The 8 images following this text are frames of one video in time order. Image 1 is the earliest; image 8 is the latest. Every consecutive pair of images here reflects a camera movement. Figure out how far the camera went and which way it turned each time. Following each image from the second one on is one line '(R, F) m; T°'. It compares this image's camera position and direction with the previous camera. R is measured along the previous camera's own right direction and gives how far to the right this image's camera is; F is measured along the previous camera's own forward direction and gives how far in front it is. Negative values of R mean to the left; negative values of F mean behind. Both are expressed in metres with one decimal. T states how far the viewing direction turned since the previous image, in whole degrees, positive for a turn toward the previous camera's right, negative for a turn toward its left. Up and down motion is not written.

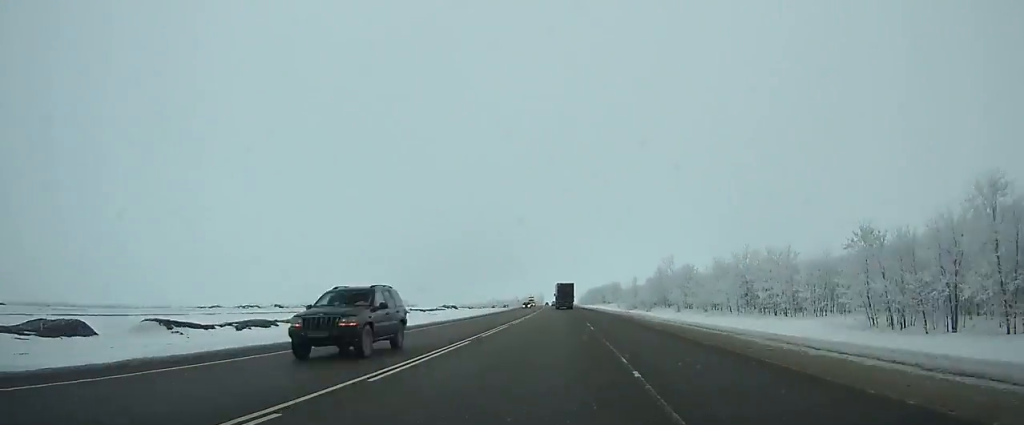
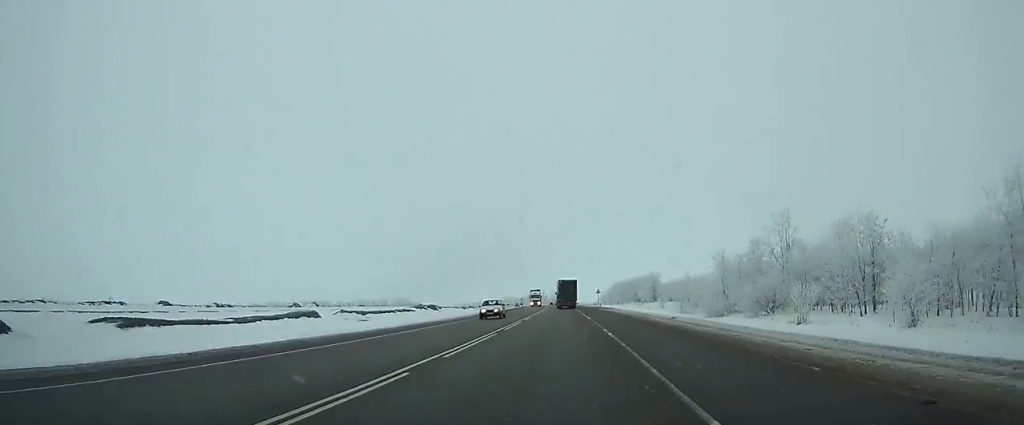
(-0.8, +67.1) m; -1°
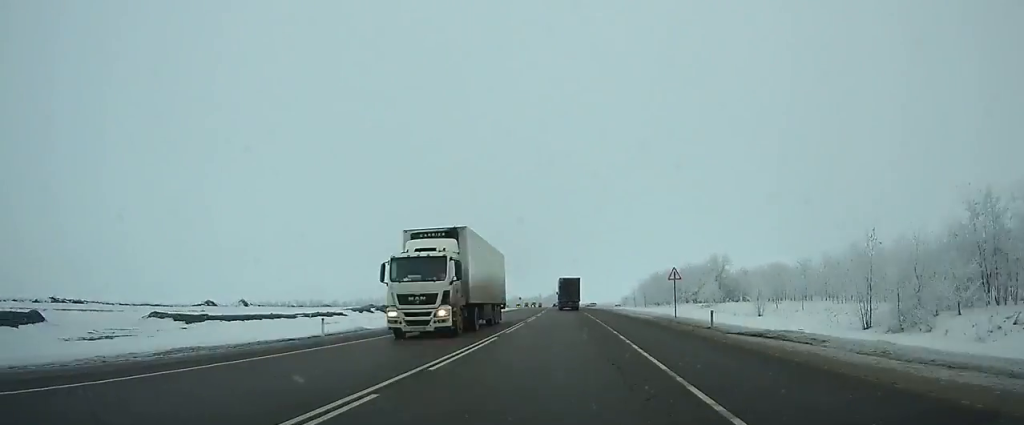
(-0.7, +61.8) m; -1°
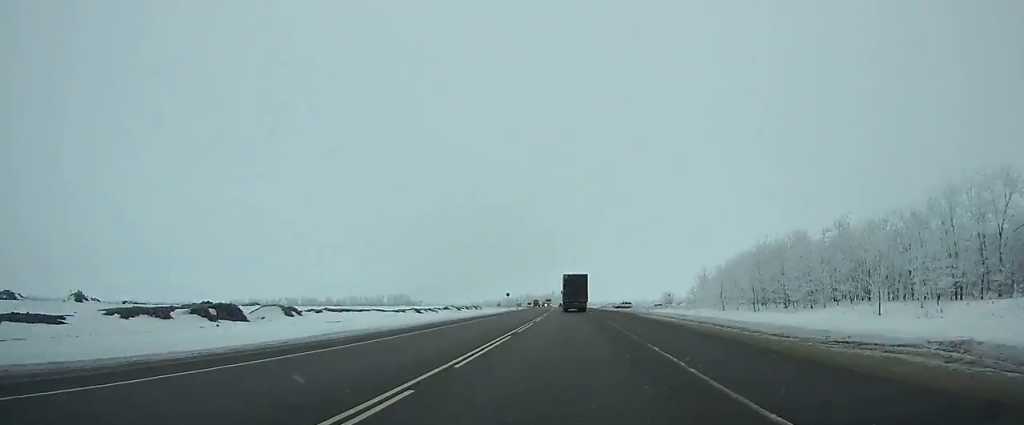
(-0.9, +71.8) m; -1°
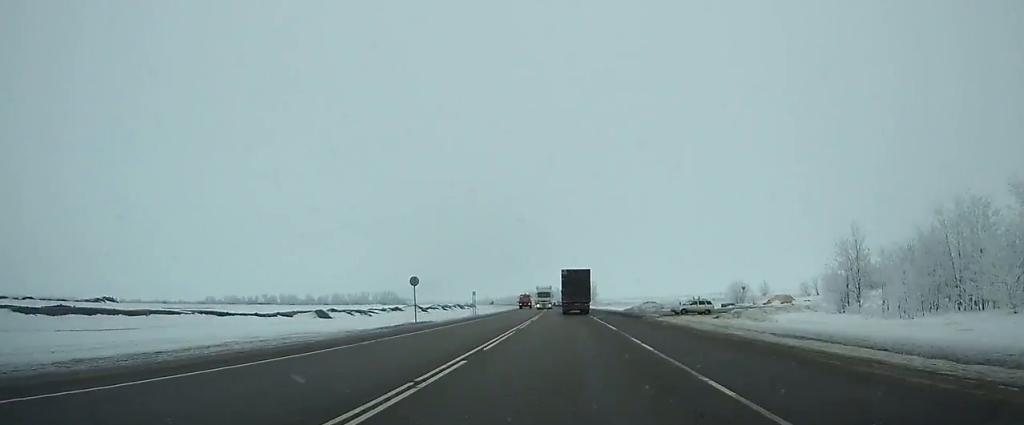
(-0.3, +66.2) m; -1°
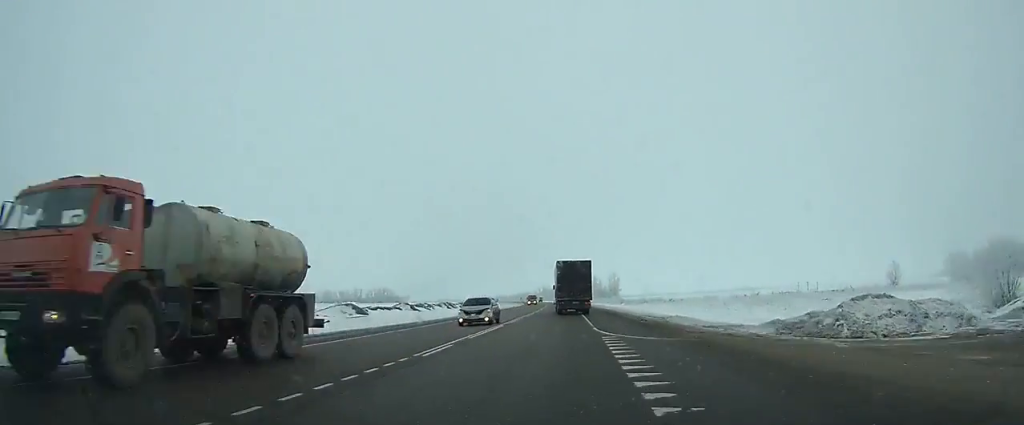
(-0.9, +65.7) m; -2°
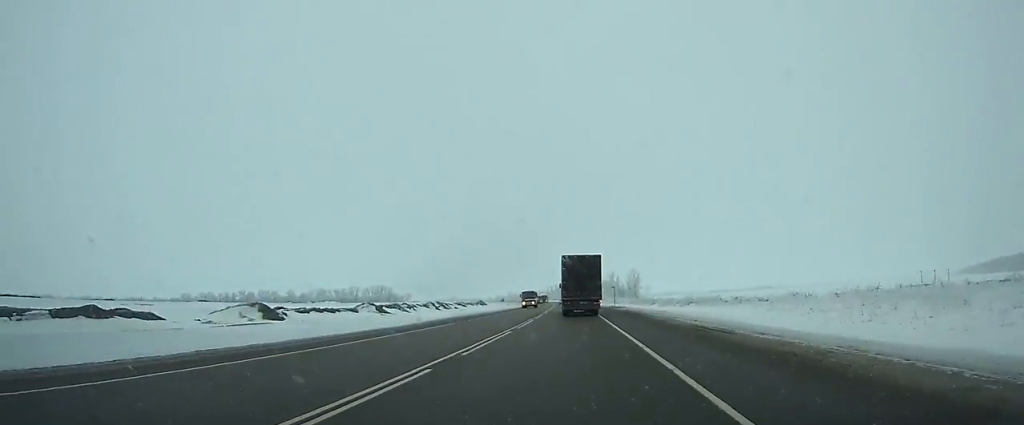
(-0.4, +40.2) m; -1°
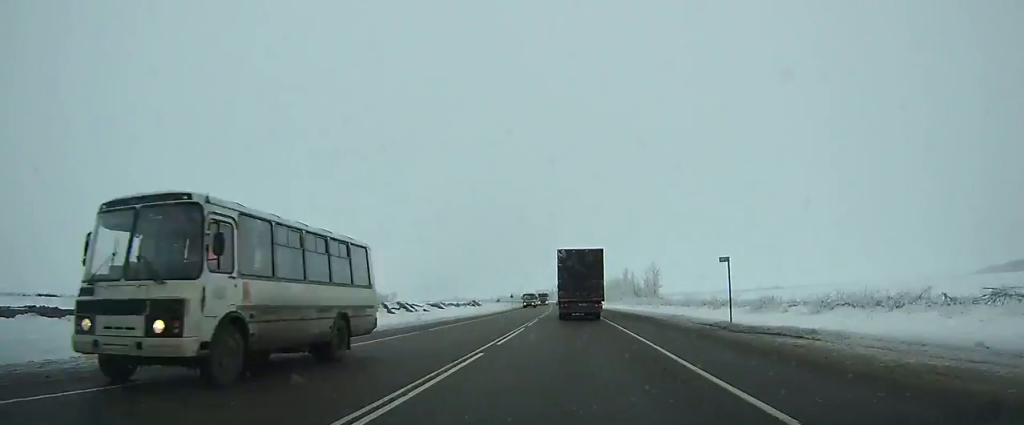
(-0.7, +56.9) m; -1°
